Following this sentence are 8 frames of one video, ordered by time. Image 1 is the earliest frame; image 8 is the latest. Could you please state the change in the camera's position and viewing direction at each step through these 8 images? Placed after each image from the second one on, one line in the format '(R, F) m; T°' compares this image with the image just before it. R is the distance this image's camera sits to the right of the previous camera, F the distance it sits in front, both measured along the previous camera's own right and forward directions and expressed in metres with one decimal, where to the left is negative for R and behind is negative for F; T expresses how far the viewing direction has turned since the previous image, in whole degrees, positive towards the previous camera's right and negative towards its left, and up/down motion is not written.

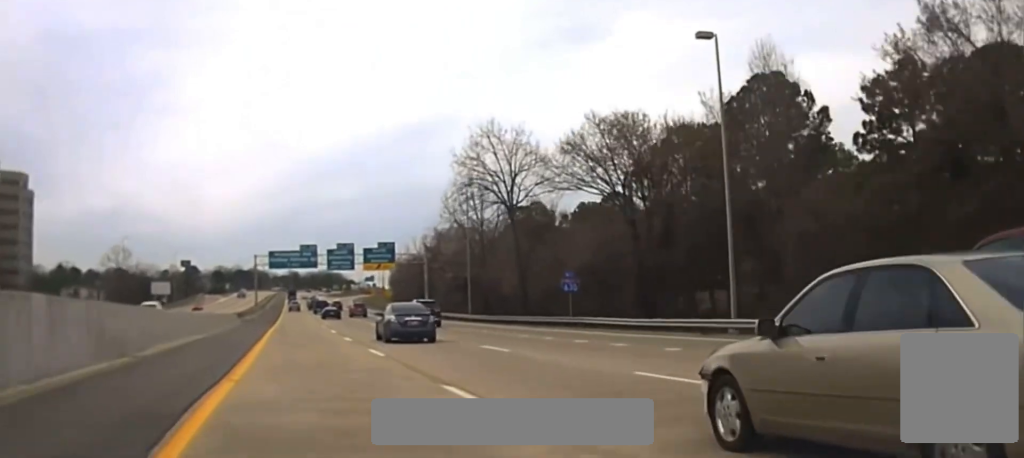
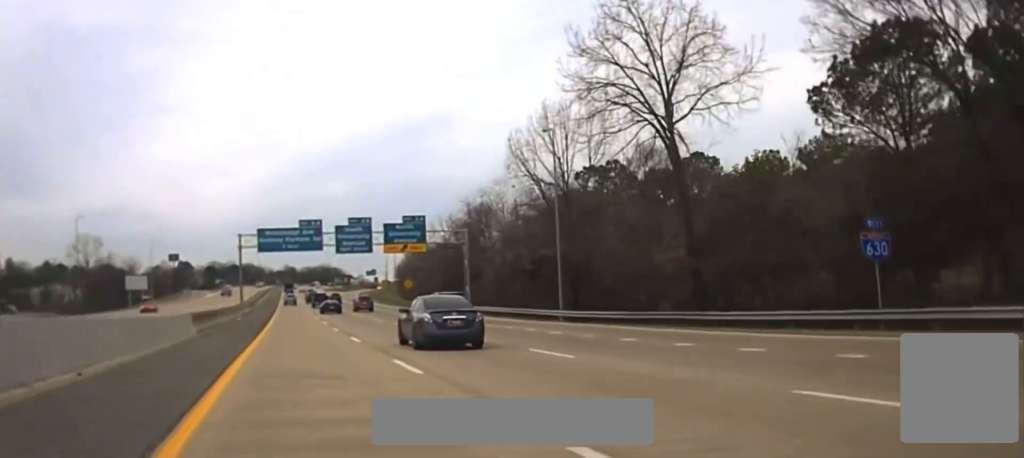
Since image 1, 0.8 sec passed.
(-0.1, +29.0) m; 0°
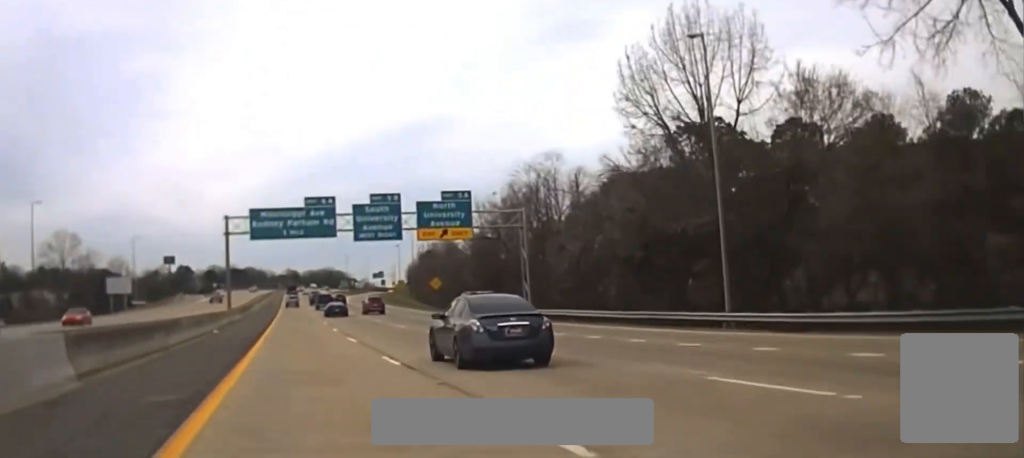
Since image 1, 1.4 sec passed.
(-0.1, +21.4) m; 0°
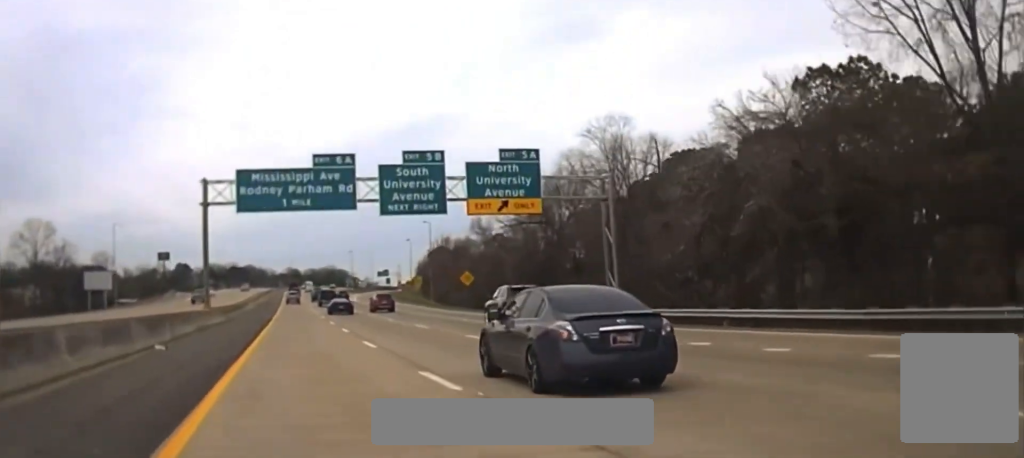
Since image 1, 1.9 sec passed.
(+0.2, +18.8) m; 0°
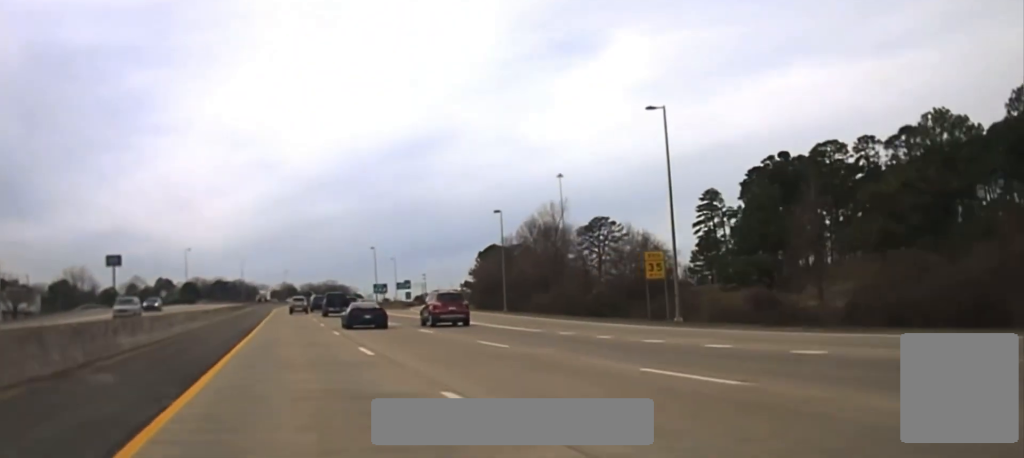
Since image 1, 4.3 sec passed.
(-0.2, +94.6) m; 0°
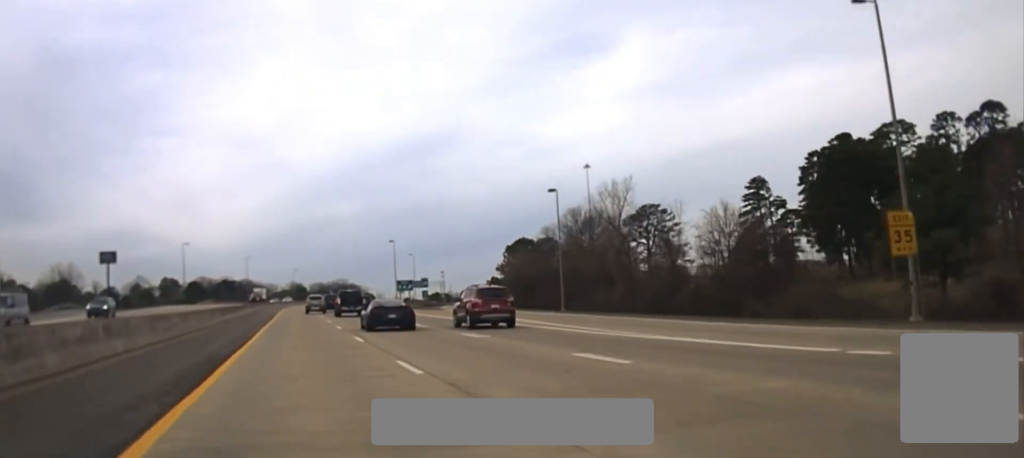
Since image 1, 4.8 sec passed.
(0.0, +18.9) m; 0°
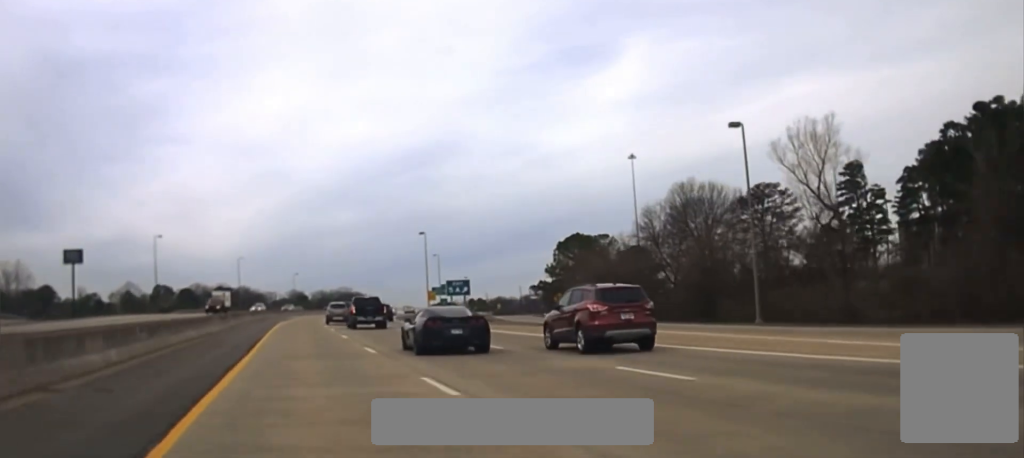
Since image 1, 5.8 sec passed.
(-0.1, +36.0) m; 0°
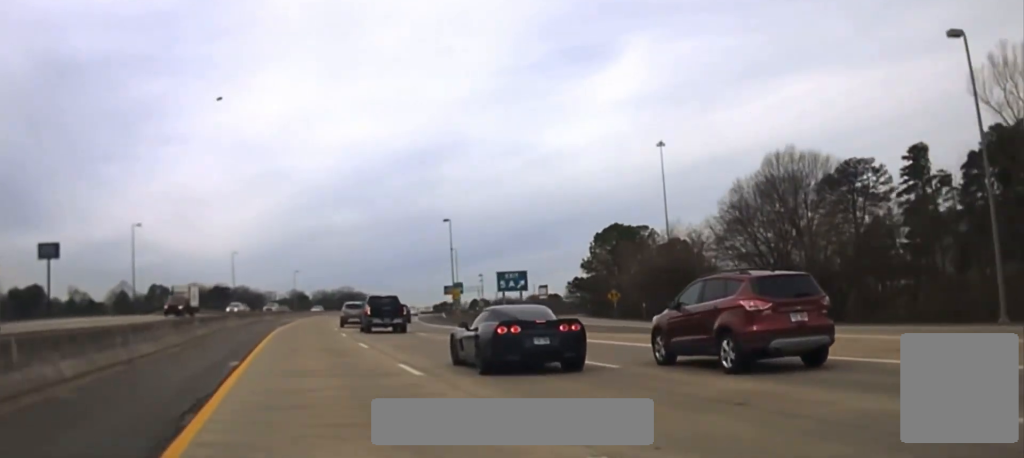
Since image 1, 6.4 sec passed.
(-0.1, +18.8) m; 0°
